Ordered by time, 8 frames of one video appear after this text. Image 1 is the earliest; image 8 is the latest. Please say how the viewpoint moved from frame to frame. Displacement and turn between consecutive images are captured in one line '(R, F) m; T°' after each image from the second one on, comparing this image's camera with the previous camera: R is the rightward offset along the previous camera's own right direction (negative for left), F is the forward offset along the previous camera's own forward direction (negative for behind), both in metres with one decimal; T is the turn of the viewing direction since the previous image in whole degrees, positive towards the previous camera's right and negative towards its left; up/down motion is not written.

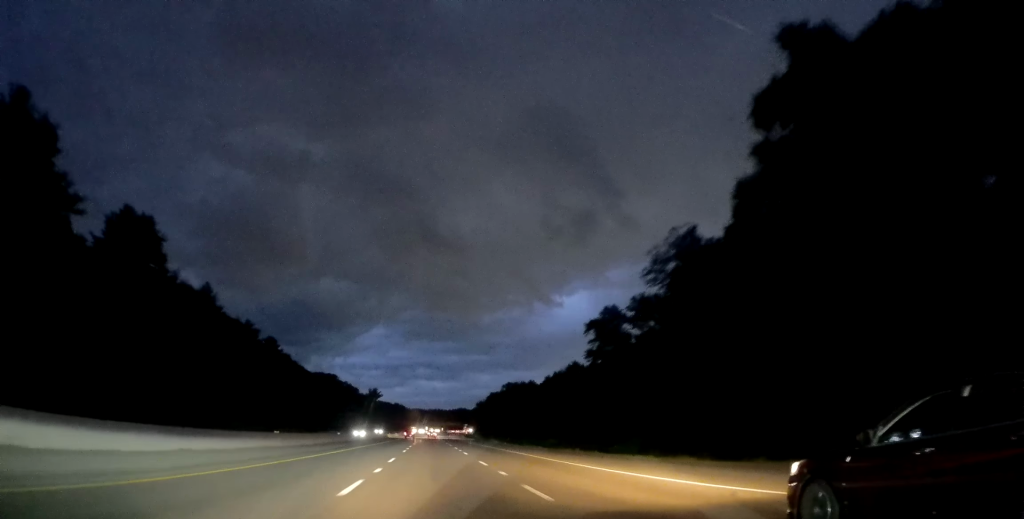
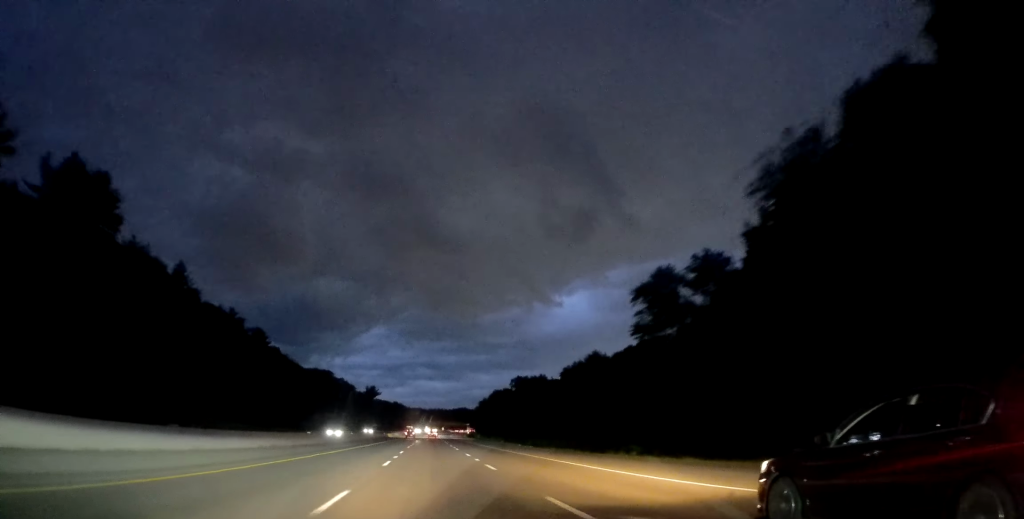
(-0.1, +15.0) m; 0°
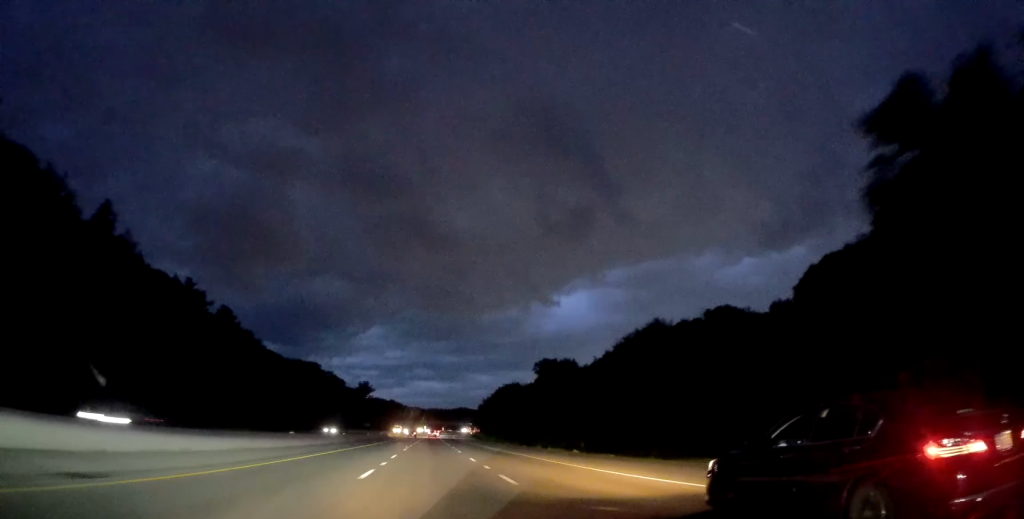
(0.0, +29.9) m; 0°
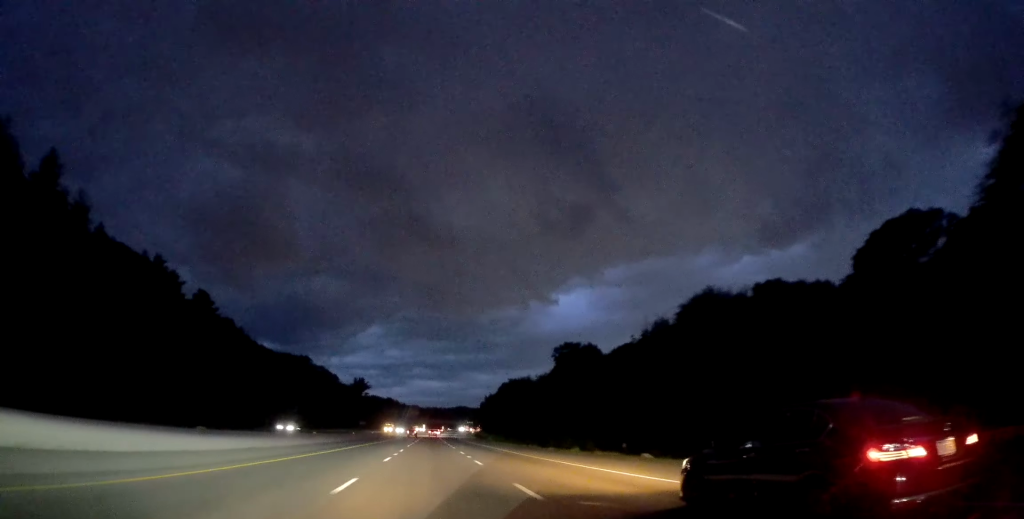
(+0.3, +16.0) m; 0°
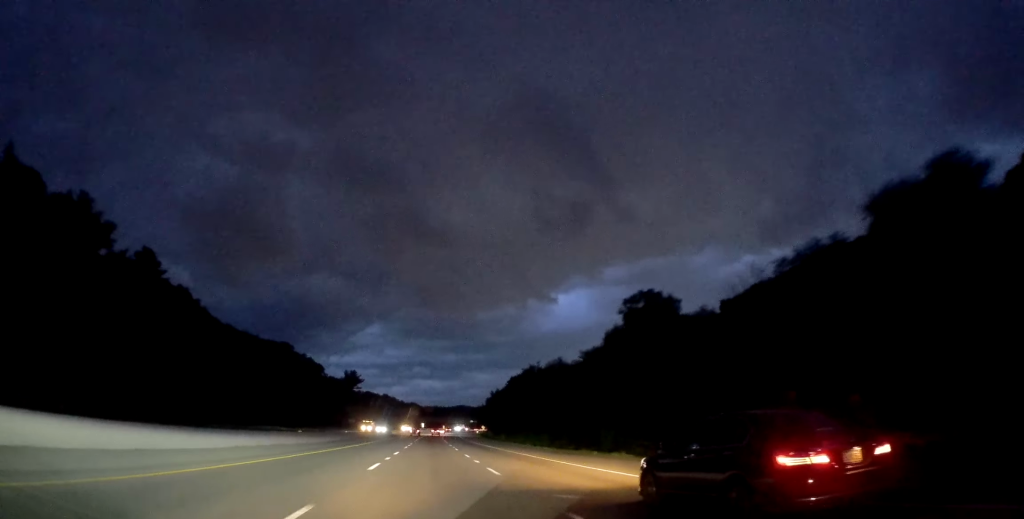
(-0.5, +30.0) m; -1°
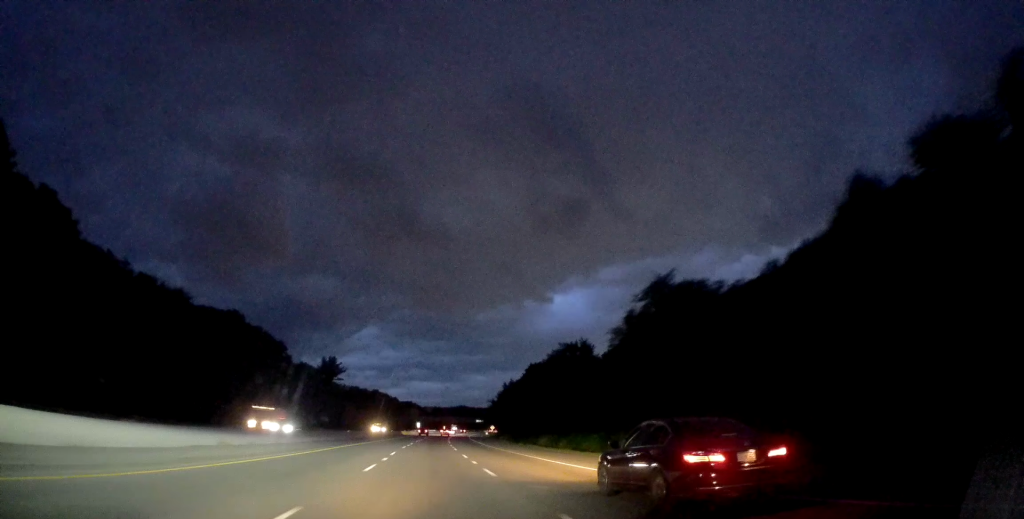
(+0.3, +50.1) m; +1°
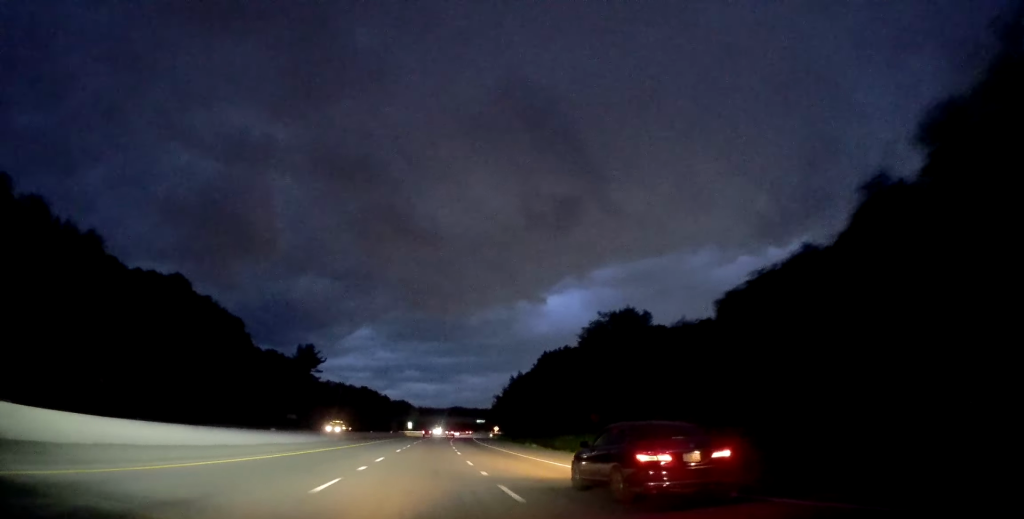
(0.0, +30.8) m; 0°
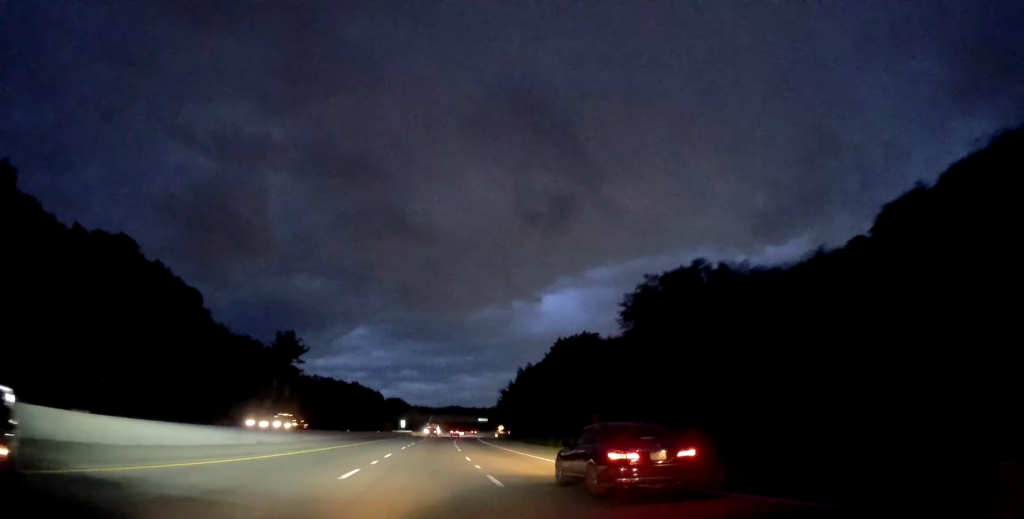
(0.0, +21.1) m; 0°
